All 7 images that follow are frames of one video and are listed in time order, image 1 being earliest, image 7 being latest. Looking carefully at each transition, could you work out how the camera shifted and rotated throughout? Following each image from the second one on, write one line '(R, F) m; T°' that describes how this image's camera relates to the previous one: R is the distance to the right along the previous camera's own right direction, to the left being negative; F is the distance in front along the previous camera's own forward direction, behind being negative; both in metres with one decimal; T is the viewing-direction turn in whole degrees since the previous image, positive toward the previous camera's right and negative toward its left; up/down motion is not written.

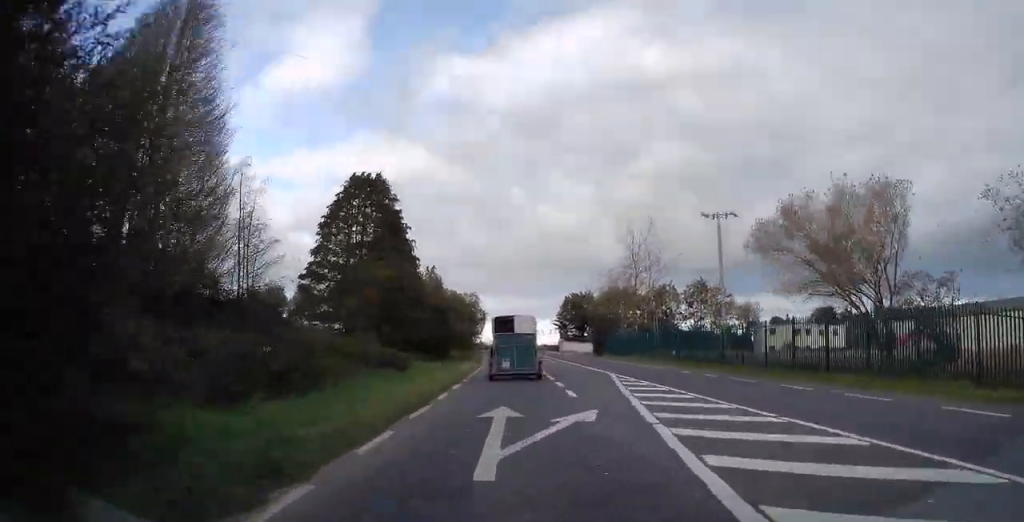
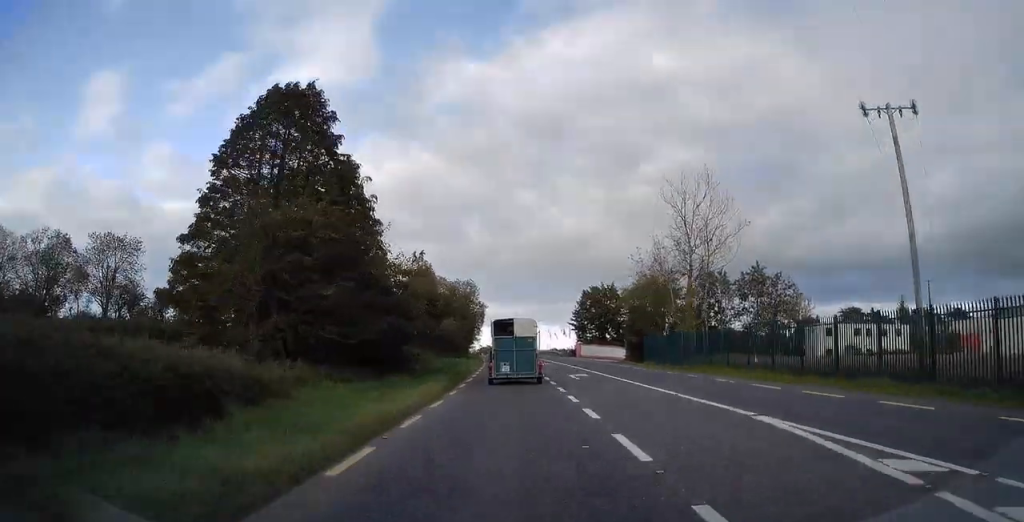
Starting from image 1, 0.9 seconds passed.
(-0.3, +19.3) m; -1°
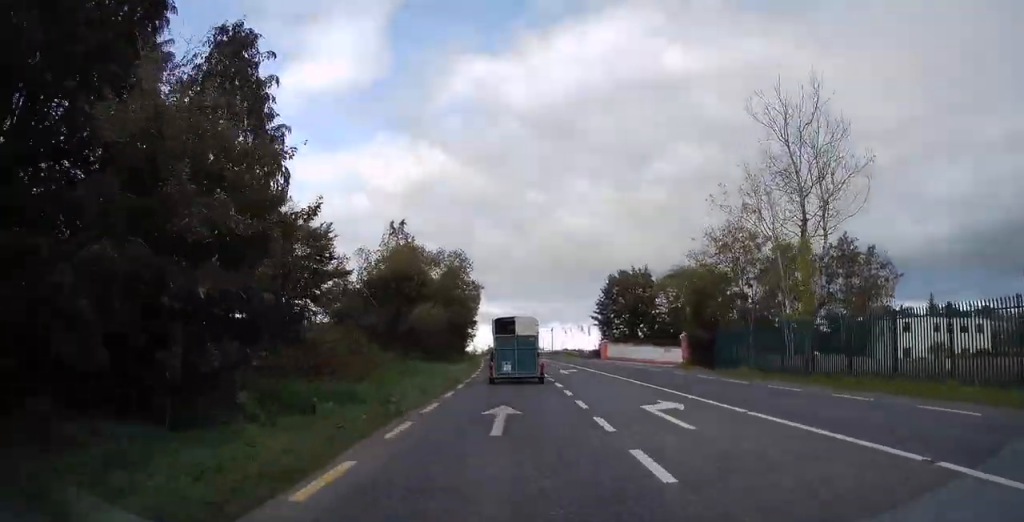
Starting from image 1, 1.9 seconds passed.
(0.0, +18.6) m; 0°
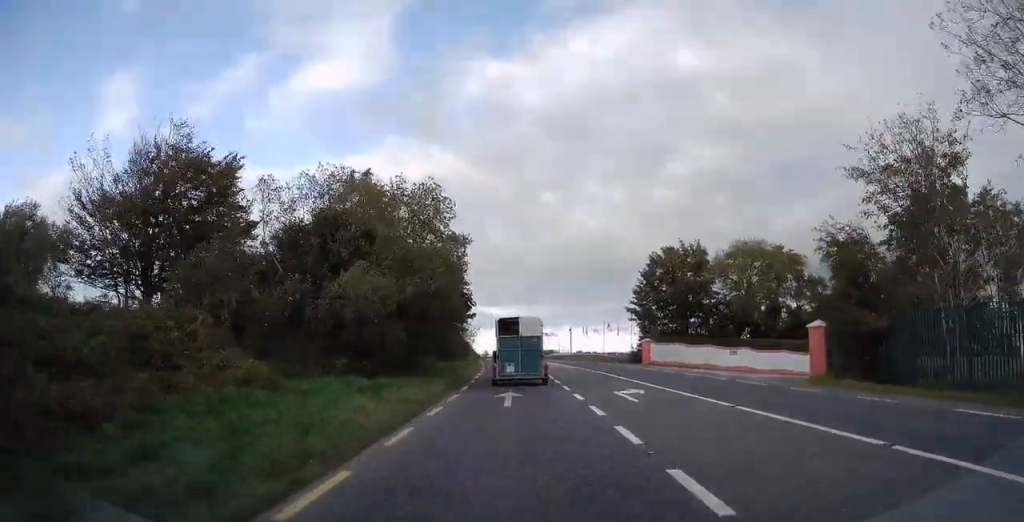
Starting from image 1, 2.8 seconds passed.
(0.0, +17.6) m; -1°
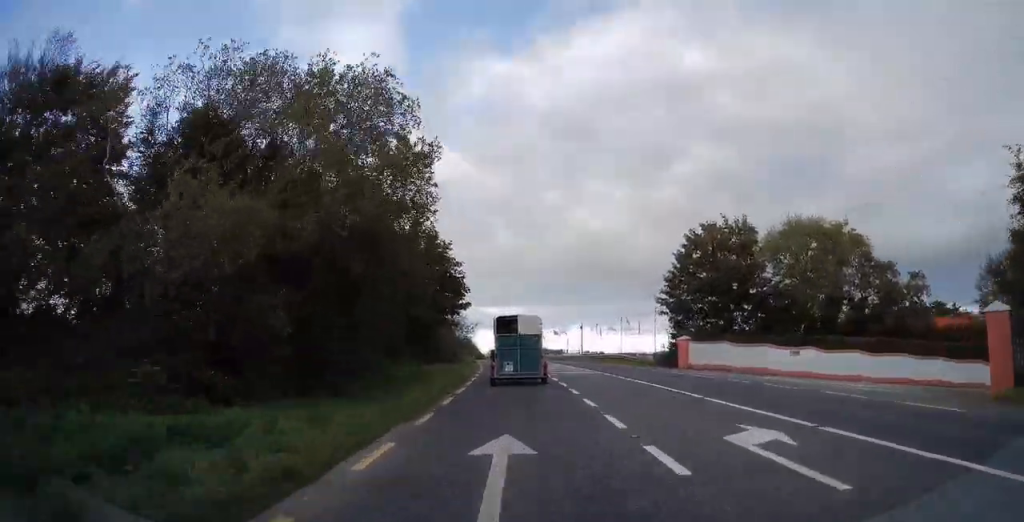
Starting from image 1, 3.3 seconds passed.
(-0.1, +10.4) m; -1°
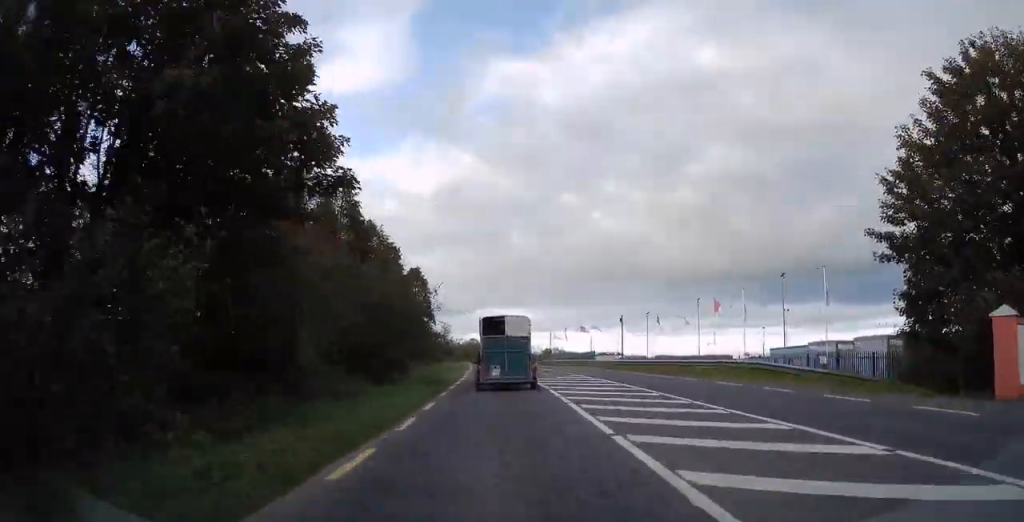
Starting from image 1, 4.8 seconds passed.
(-0.4, +29.5) m; -2°
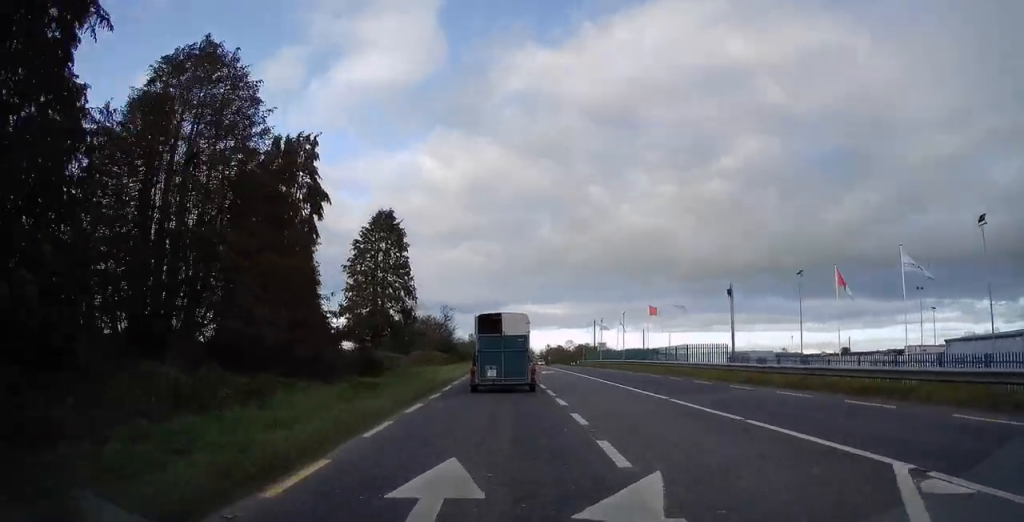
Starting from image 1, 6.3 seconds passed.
(-0.5, +31.4) m; -1°
